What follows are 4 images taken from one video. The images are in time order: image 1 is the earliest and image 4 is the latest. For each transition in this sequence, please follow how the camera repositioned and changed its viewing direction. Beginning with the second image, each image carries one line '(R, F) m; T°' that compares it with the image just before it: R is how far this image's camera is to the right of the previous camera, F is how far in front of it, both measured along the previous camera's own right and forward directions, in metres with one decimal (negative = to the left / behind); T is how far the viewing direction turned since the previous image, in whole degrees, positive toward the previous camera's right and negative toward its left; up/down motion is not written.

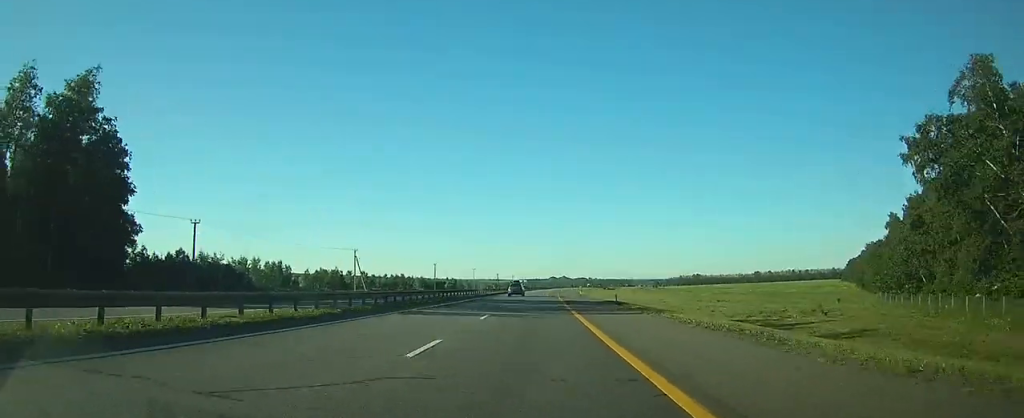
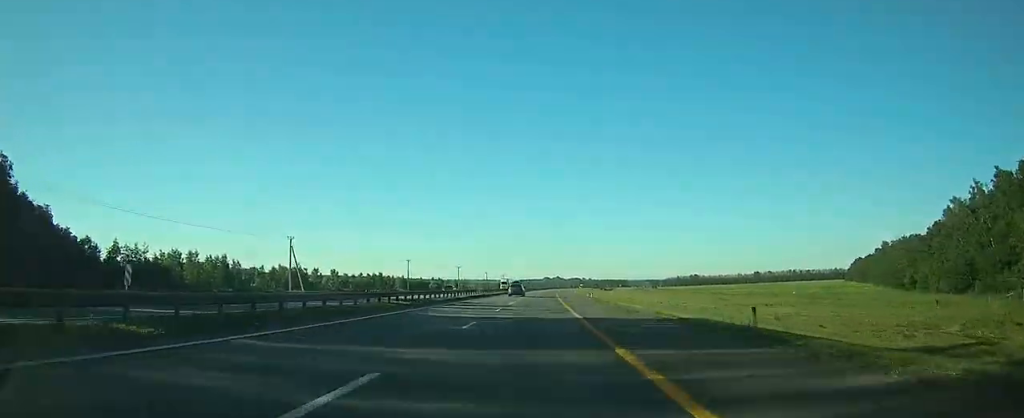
(+0.1, +29.0) m; 0°
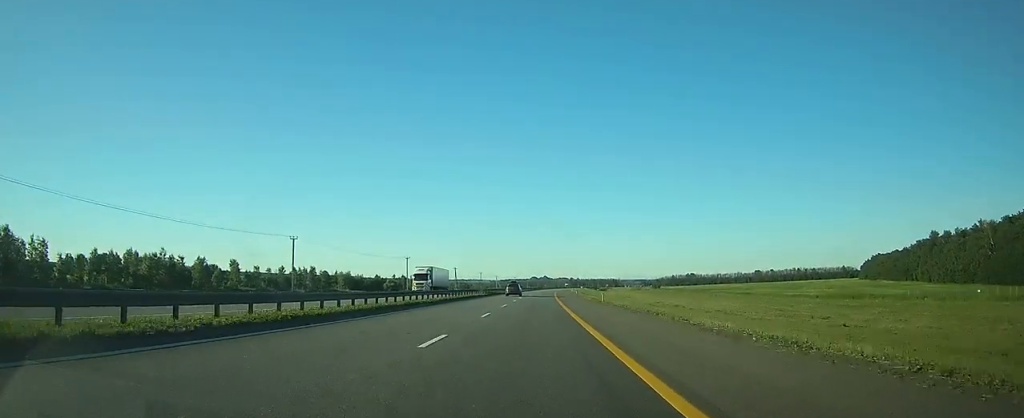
(+0.6, +65.7) m; +1°
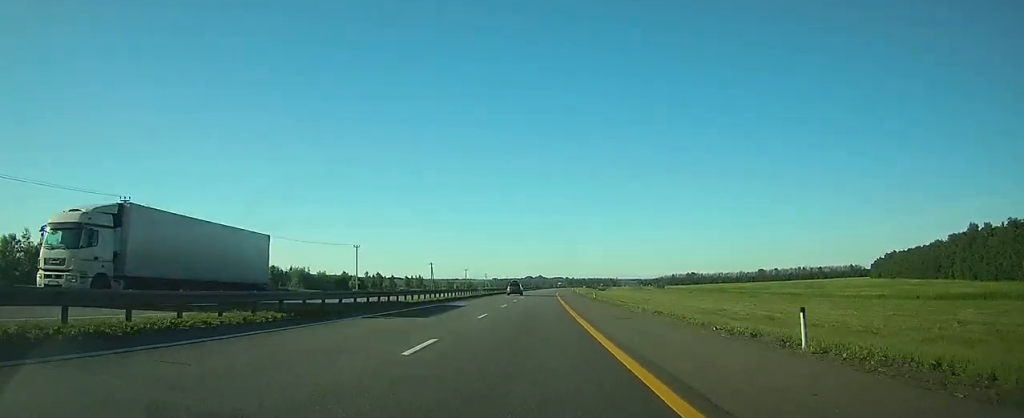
(+0.3, +37.9) m; +1°
